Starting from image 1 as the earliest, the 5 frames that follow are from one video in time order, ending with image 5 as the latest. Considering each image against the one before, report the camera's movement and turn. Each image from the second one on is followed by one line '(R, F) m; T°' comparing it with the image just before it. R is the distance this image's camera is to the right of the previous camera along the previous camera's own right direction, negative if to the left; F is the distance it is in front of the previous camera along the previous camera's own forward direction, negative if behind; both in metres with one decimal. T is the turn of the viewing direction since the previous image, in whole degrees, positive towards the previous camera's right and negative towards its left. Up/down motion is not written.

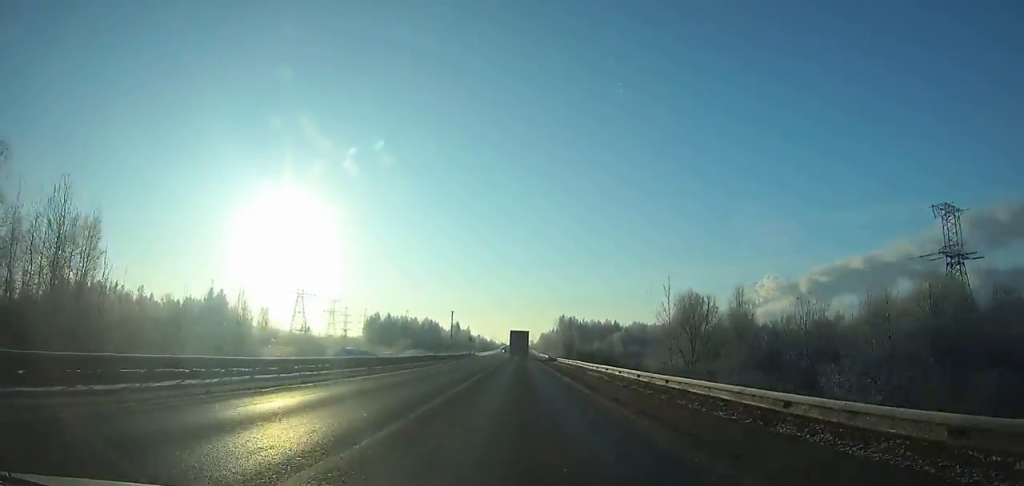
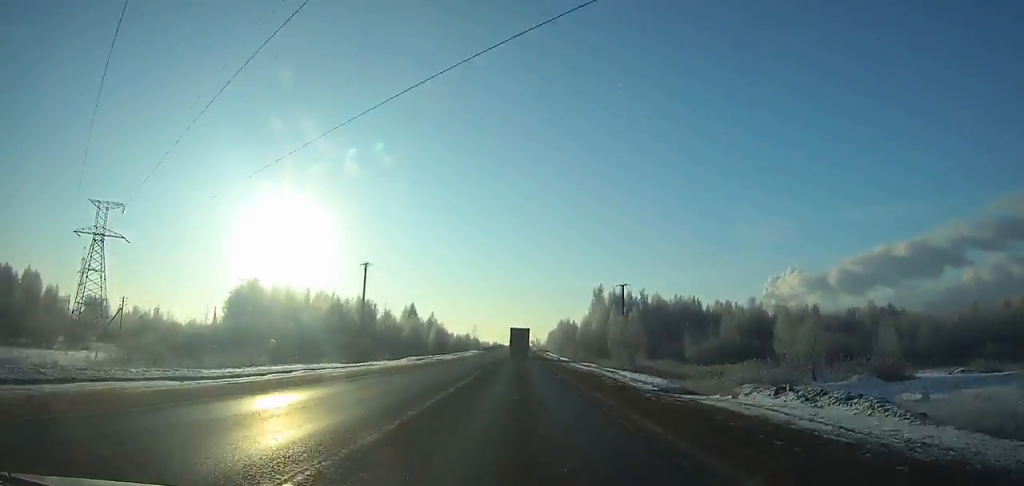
(-0.2, +151.6) m; 0°
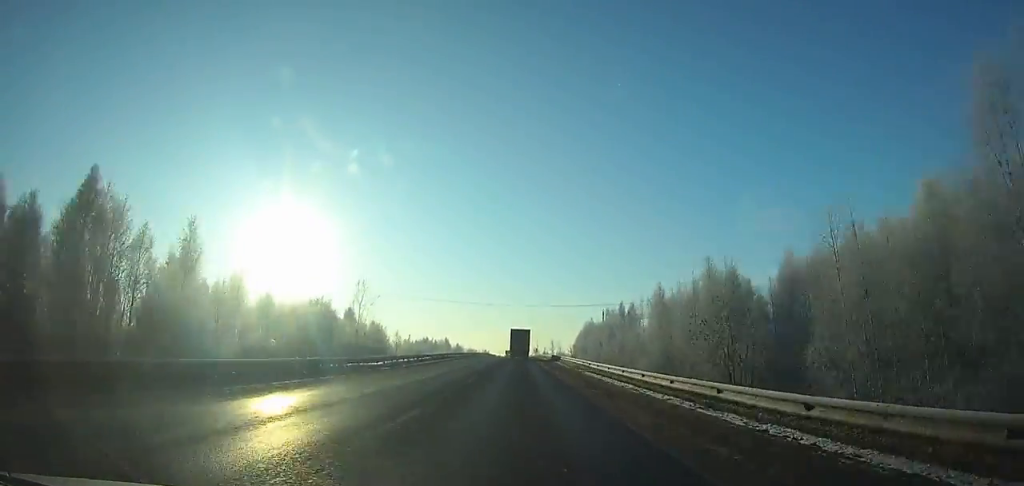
(+0.5, +163.2) m; 0°
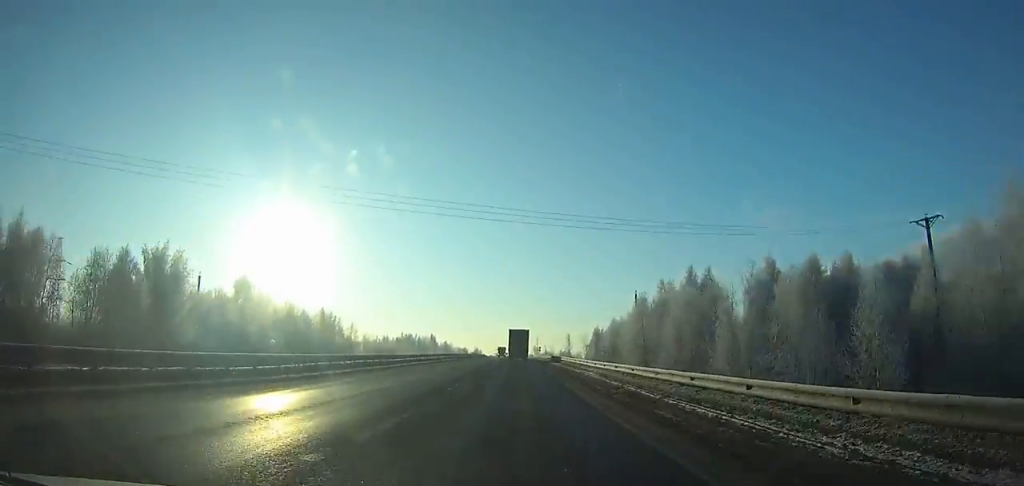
(+0.2, +61.6) m; 0°
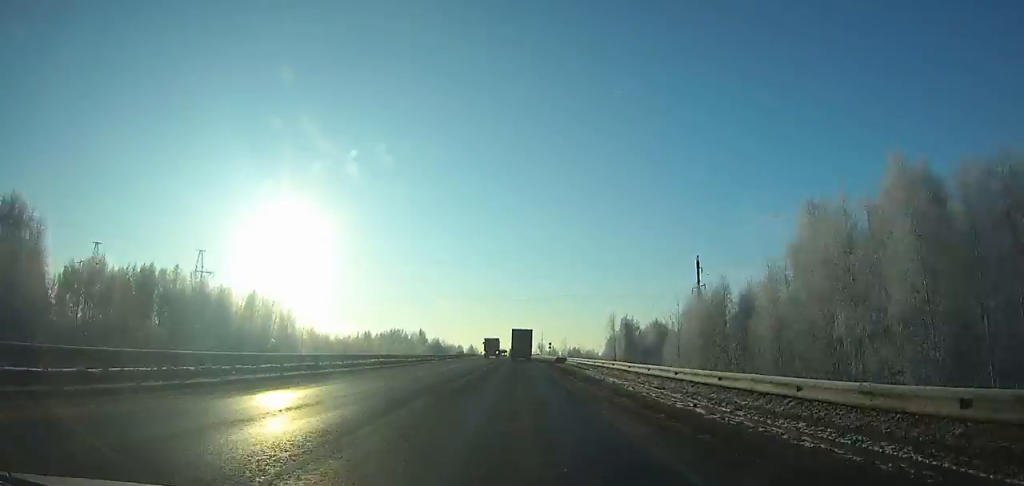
(-0.1, +50.4) m; 0°
